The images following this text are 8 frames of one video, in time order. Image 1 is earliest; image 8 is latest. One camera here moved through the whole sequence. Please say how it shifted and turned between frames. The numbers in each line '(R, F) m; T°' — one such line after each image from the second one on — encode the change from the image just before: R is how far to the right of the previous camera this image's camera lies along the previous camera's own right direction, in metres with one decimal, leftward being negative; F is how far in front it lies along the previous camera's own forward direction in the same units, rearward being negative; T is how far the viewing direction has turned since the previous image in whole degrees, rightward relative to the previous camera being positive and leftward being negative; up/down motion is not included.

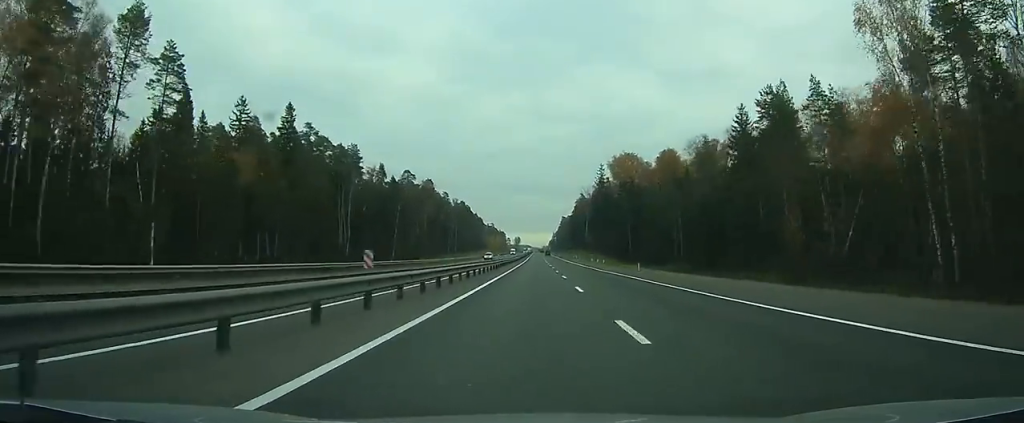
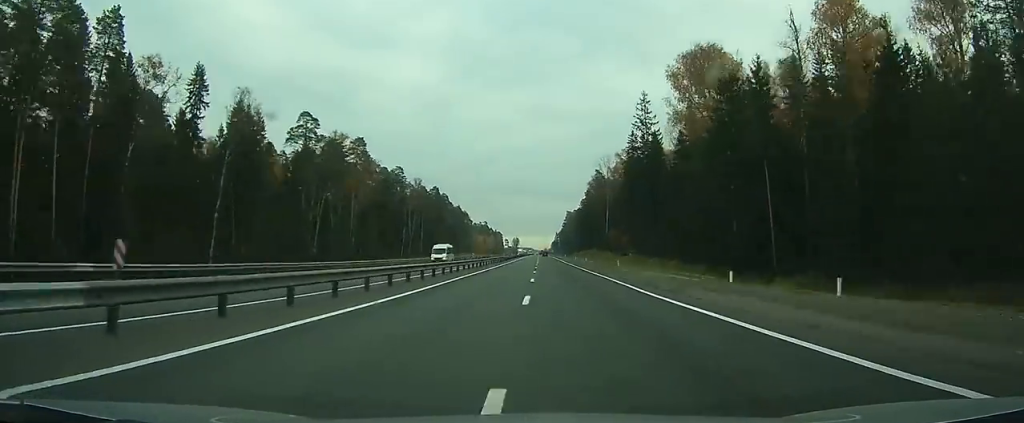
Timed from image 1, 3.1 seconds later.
(+0.2, +83.7) m; 0°
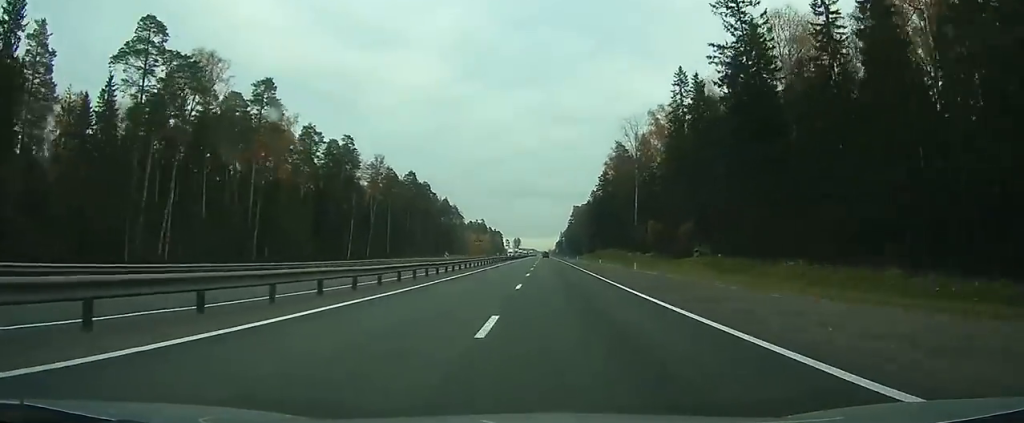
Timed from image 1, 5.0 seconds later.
(-0.3, +50.9) m; 0°
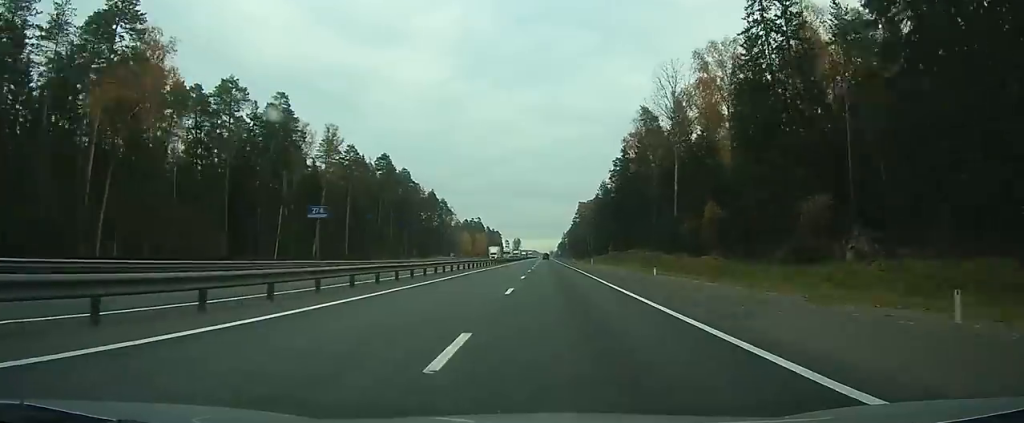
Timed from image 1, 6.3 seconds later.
(-0.1, +37.0) m; 0°
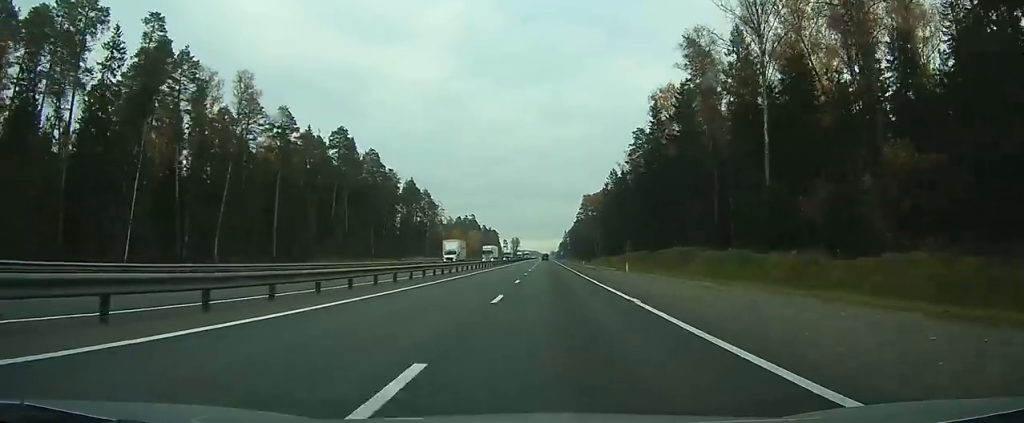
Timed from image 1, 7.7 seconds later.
(0.0, +36.4) m; 0°
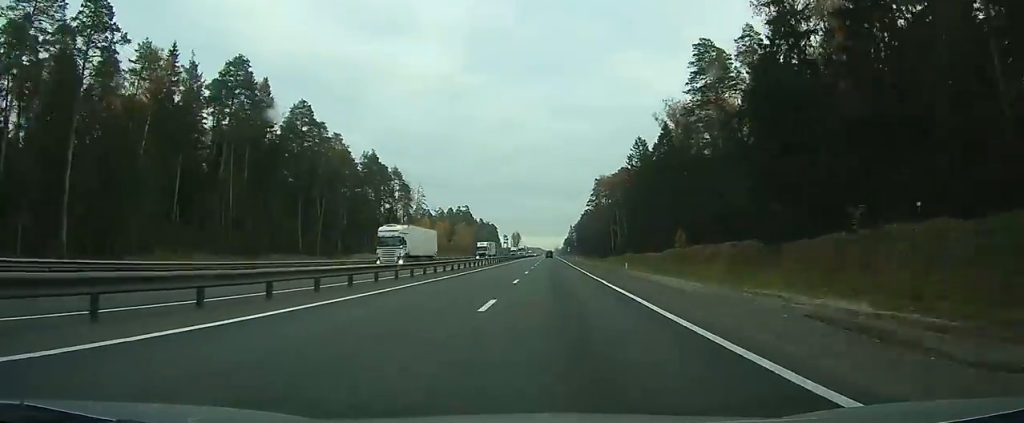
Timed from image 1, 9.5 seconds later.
(-0.1, +50.4) m; 0°
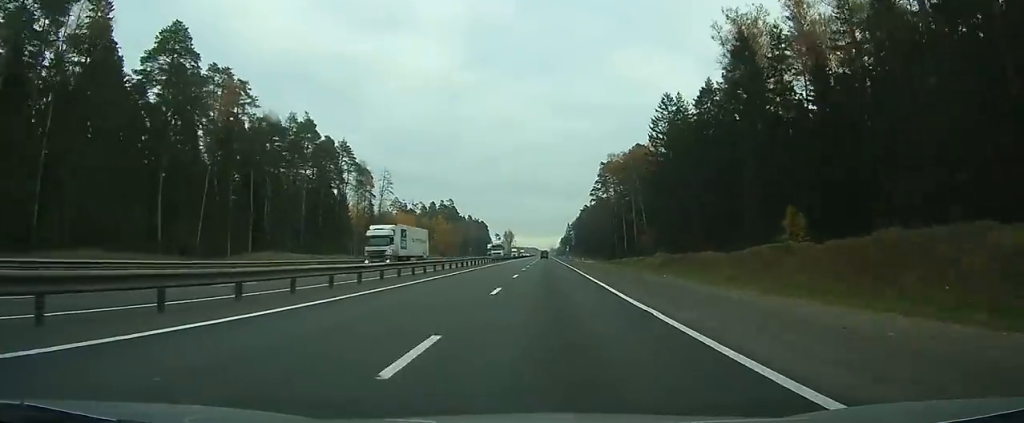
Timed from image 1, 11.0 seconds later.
(0.0, +42.0) m; 0°
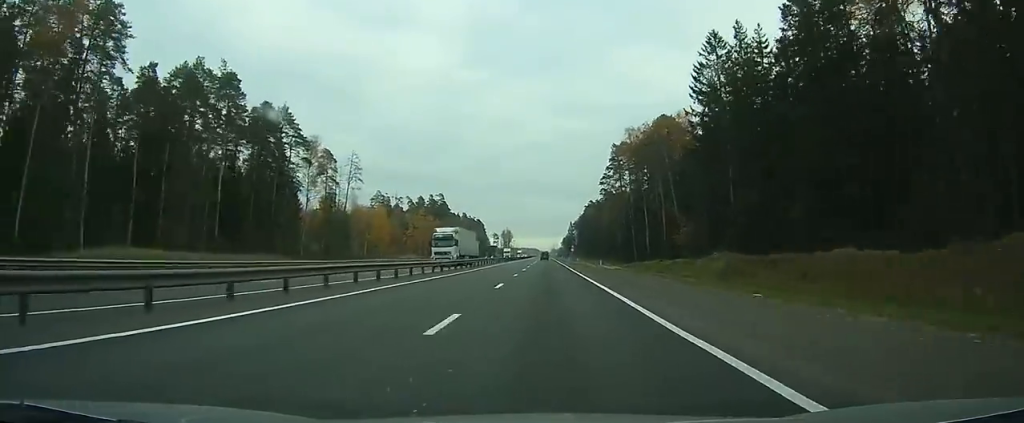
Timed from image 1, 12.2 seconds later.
(0.0, +32.8) m; 0°
